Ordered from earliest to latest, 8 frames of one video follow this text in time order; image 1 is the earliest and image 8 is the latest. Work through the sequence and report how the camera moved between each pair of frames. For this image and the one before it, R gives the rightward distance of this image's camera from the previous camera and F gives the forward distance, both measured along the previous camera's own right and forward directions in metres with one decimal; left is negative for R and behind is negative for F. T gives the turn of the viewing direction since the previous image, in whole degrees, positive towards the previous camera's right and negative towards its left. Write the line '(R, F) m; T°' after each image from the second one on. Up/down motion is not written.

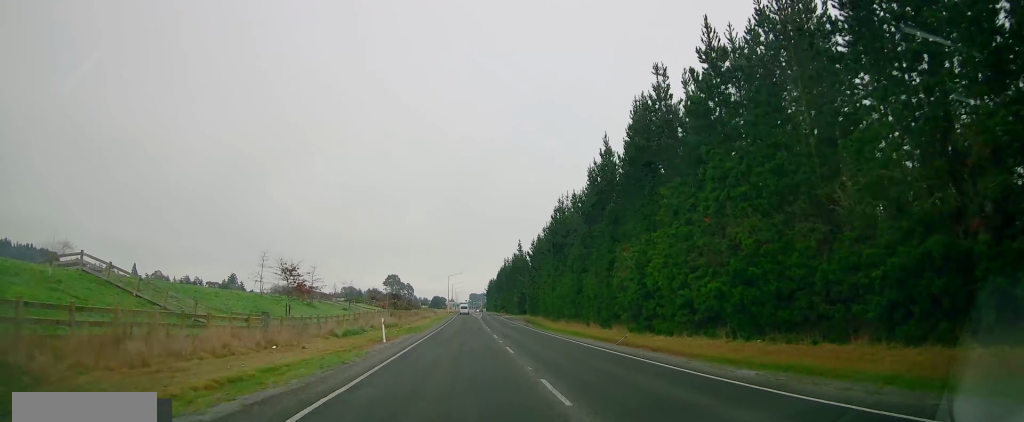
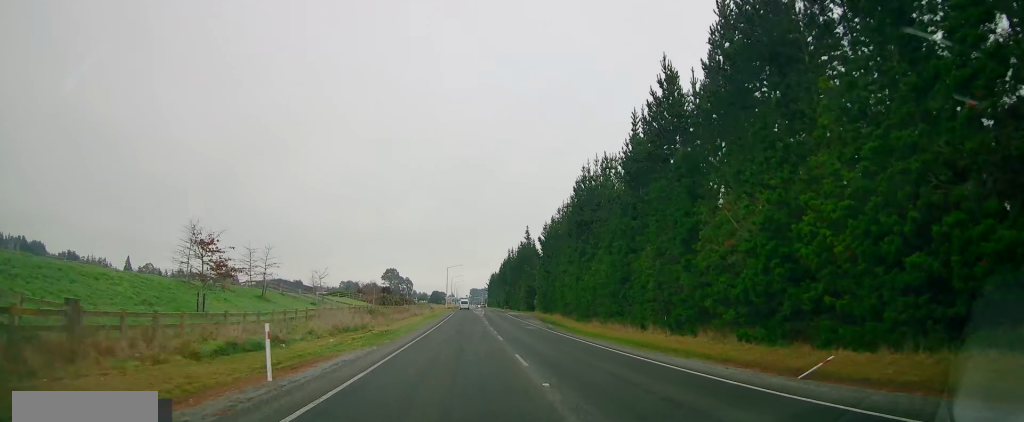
(-0.2, +14.4) m; 0°
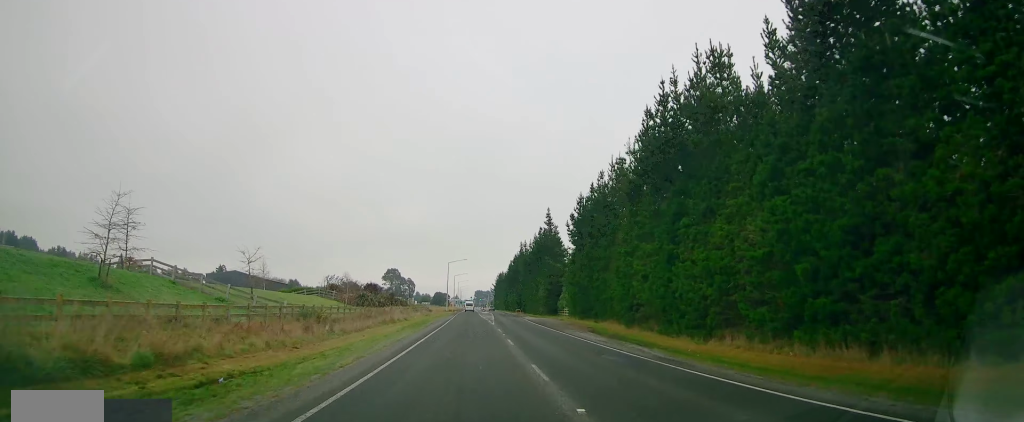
(0.0, +22.4) m; 0°
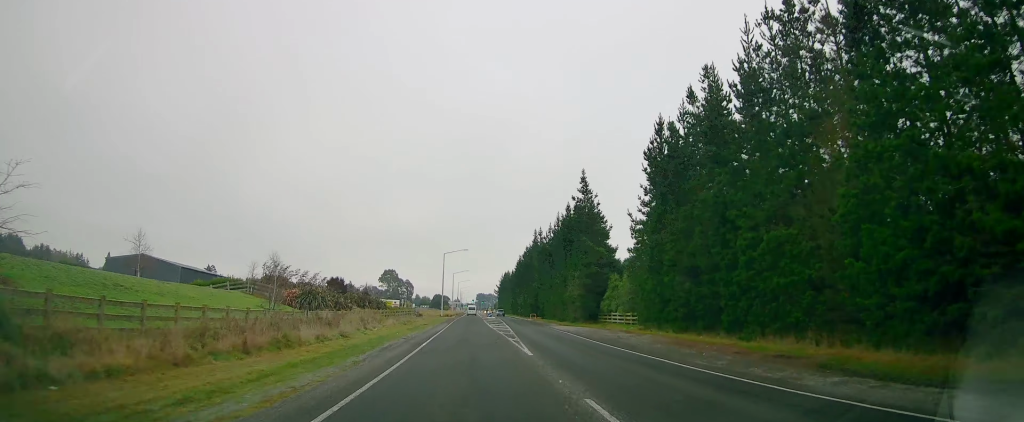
(+0.2, +25.0) m; 0°
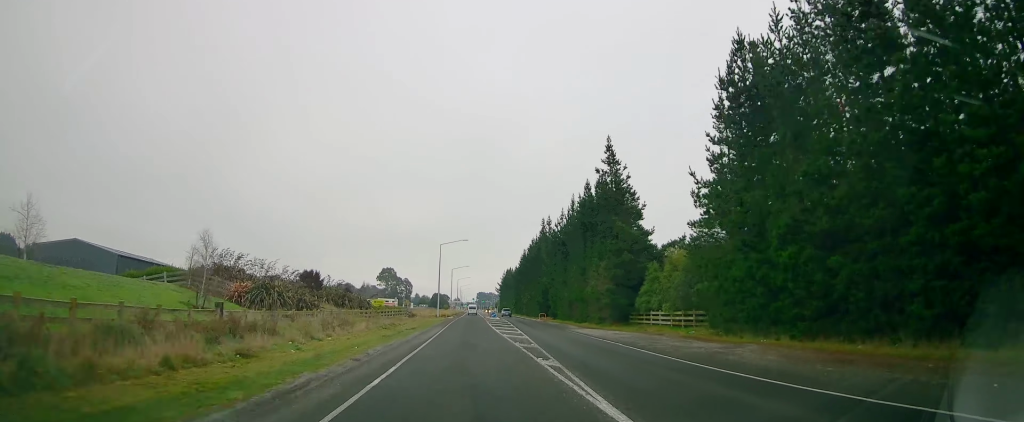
(-0.1, +11.2) m; 0°
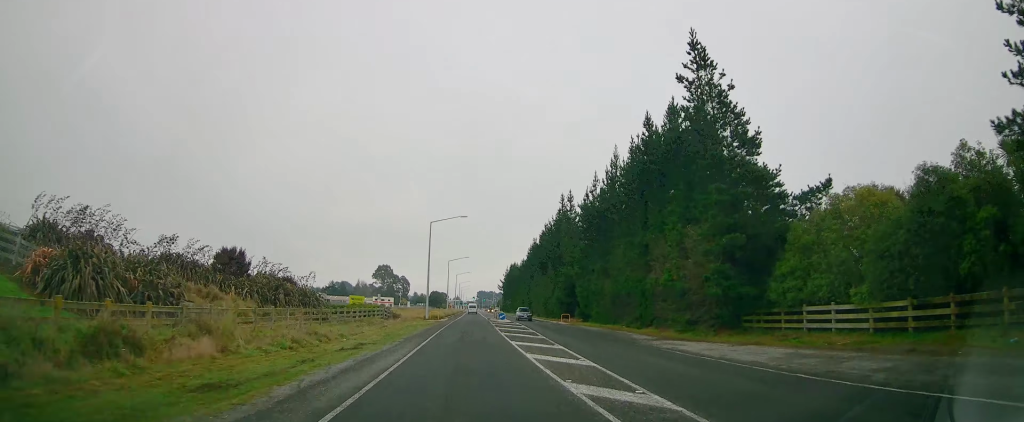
(0.0, +19.7) m; 0°
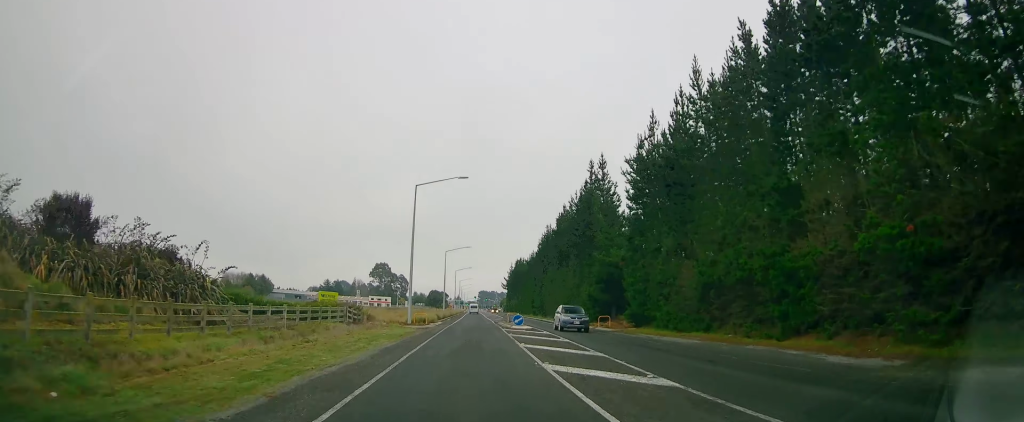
(0.0, +17.4) m; 0°
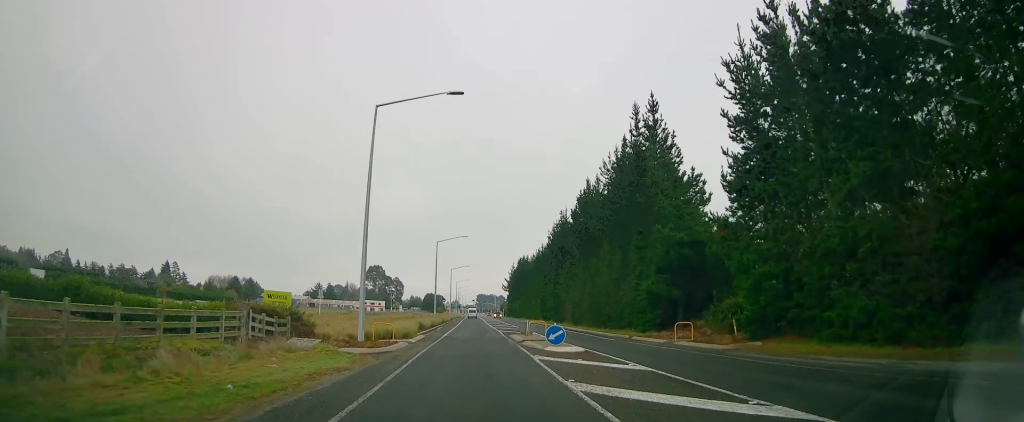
(-0.1, +17.1) m; 0°
